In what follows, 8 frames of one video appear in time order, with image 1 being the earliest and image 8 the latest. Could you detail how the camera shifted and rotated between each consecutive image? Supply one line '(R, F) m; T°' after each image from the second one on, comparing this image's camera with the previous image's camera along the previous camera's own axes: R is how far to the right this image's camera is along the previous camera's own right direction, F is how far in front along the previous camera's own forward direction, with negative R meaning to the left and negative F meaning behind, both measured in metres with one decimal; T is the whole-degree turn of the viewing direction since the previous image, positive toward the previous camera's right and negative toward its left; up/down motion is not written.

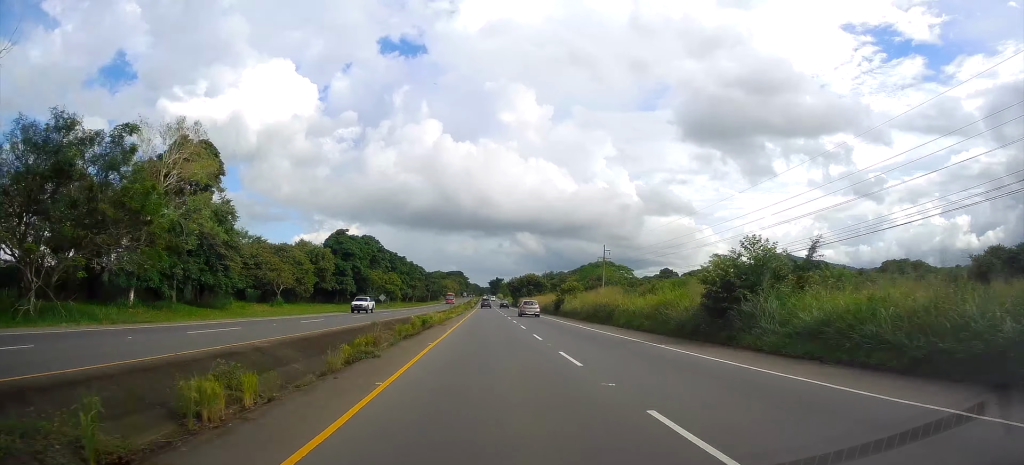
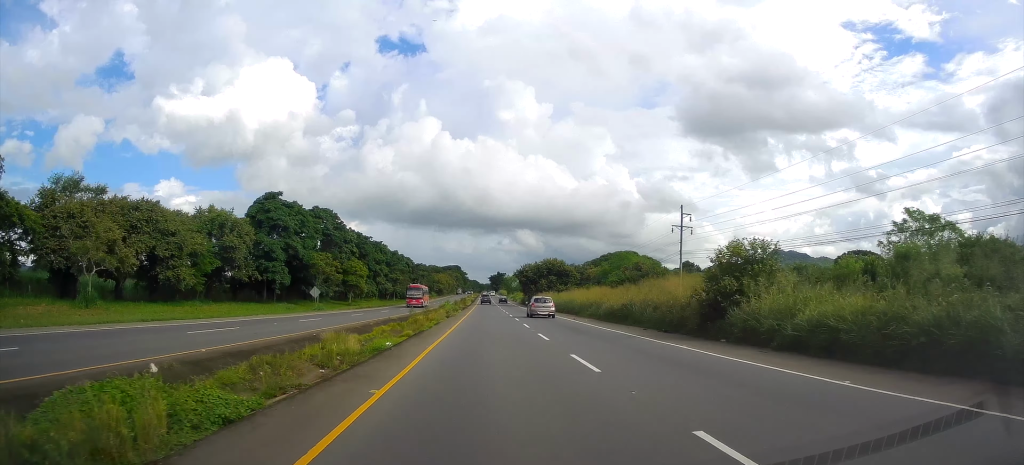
(0.0, +42.2) m; 0°
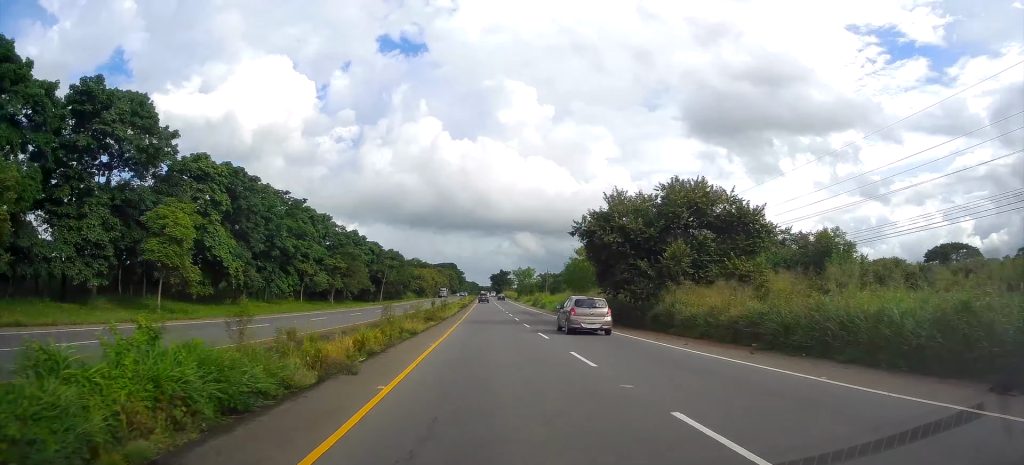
(-0.3, +63.8) m; 0°
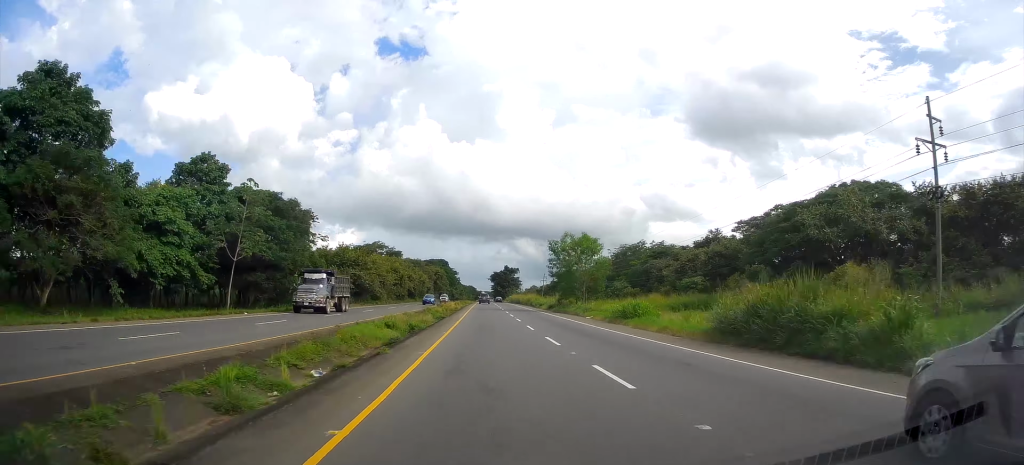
(+0.4, +76.1) m; +1°
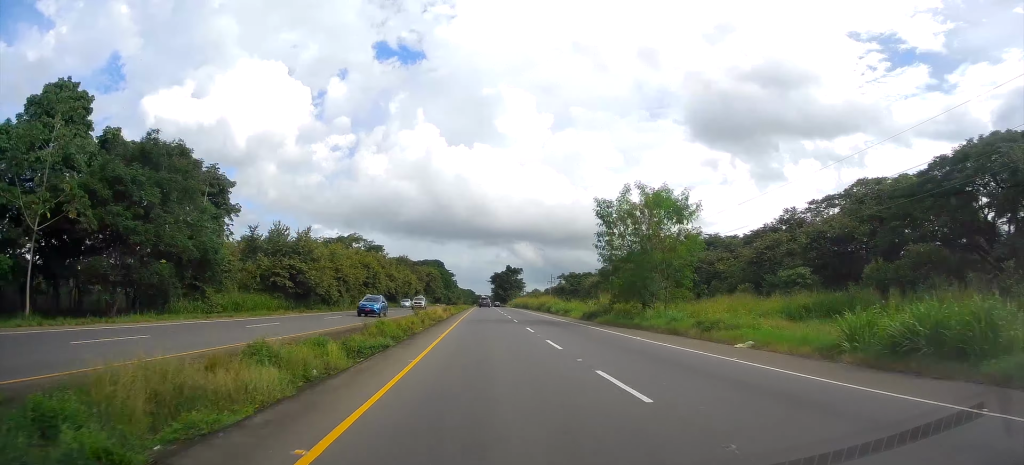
(0.0, +26.2) m; 0°
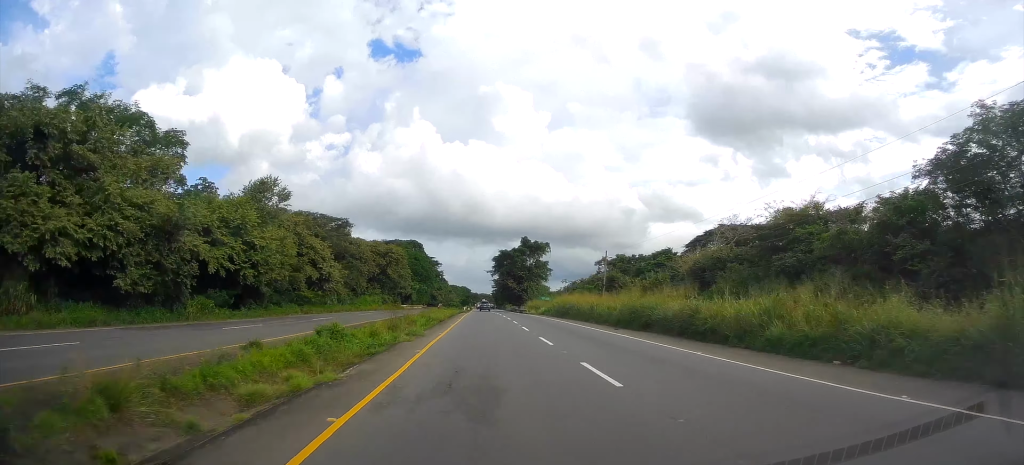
(+0.5, +82.9) m; 0°
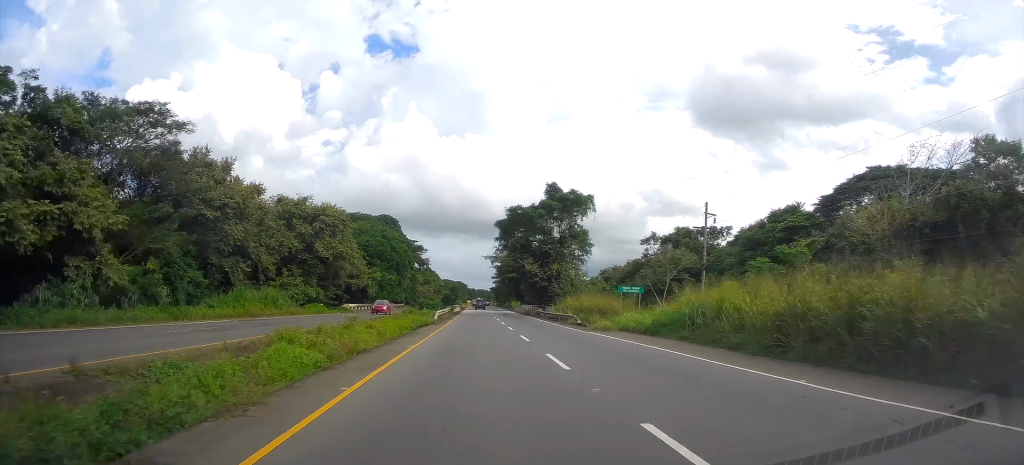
(-0.4, +47.0) m; 0°
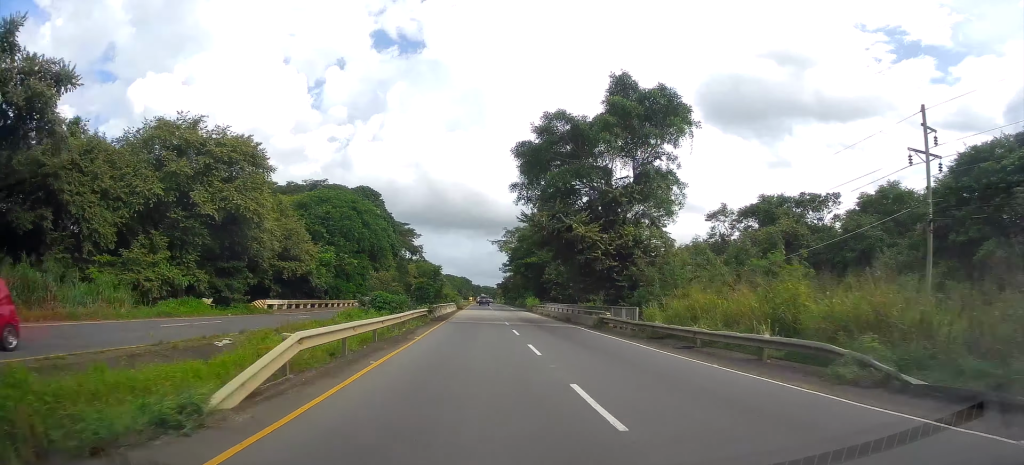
(-0.1, +30.5) m; 0°
